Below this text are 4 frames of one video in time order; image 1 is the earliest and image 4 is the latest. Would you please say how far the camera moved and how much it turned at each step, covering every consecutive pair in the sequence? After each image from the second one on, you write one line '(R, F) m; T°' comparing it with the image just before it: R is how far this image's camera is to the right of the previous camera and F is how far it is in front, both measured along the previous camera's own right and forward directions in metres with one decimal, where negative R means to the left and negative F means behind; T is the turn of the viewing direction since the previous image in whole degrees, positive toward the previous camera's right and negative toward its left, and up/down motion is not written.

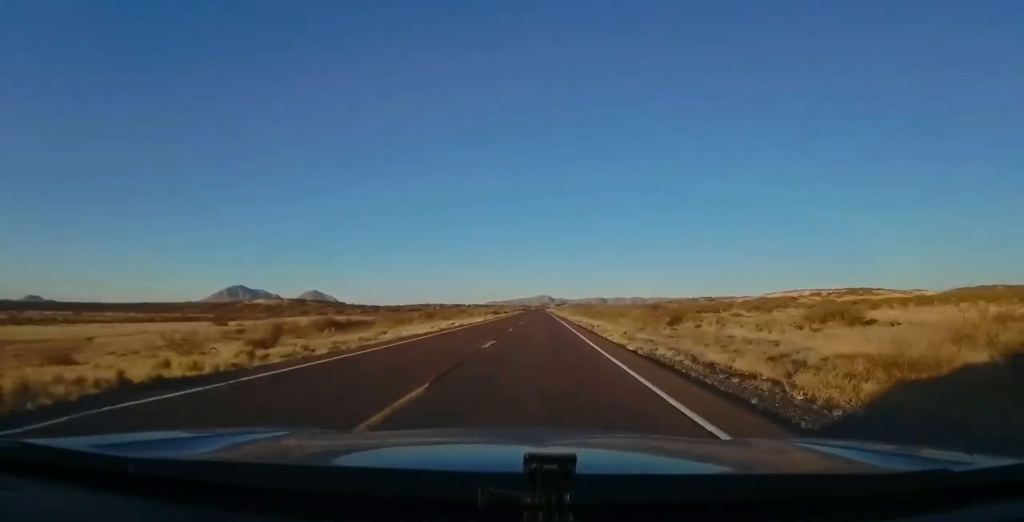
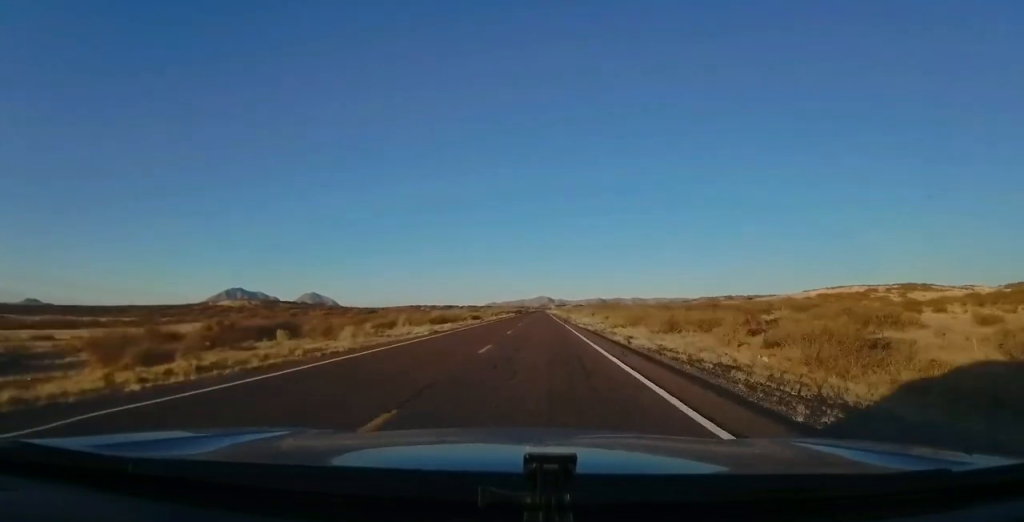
(+0.7, +62.1) m; +1°
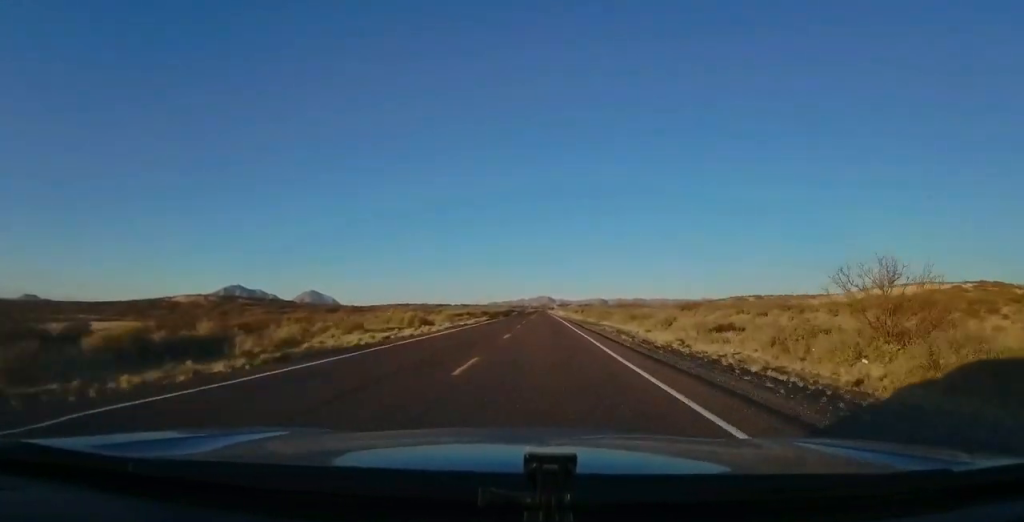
(-1.4, +66.3) m; -1°
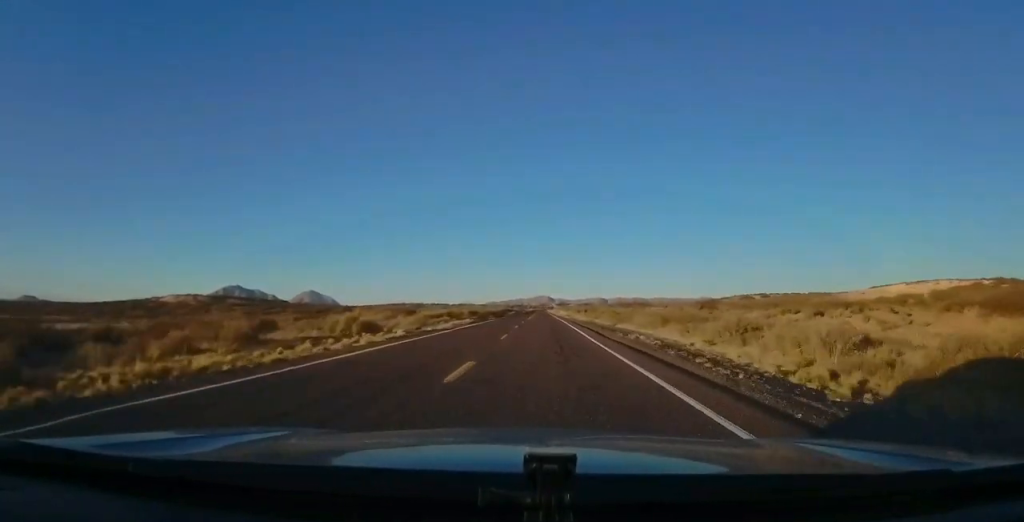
(+0.2, +13.5) m; 0°
